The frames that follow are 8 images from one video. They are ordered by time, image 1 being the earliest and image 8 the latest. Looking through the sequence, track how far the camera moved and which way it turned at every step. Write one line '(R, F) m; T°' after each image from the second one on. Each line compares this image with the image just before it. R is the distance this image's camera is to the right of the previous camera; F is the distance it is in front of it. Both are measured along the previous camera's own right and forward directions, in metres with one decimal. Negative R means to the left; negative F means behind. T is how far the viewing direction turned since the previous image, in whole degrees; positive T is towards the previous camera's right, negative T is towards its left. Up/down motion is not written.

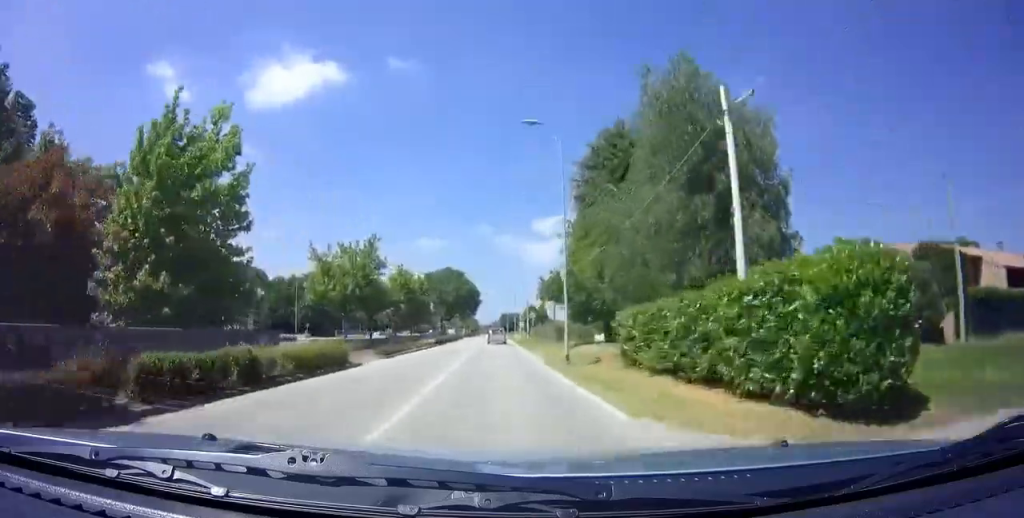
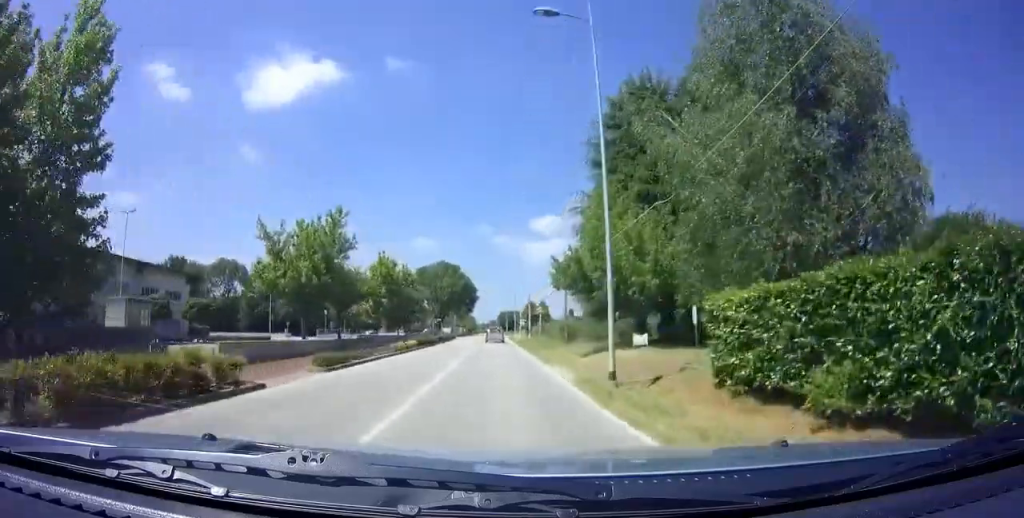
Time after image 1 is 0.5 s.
(0.0, +9.0) m; 0°
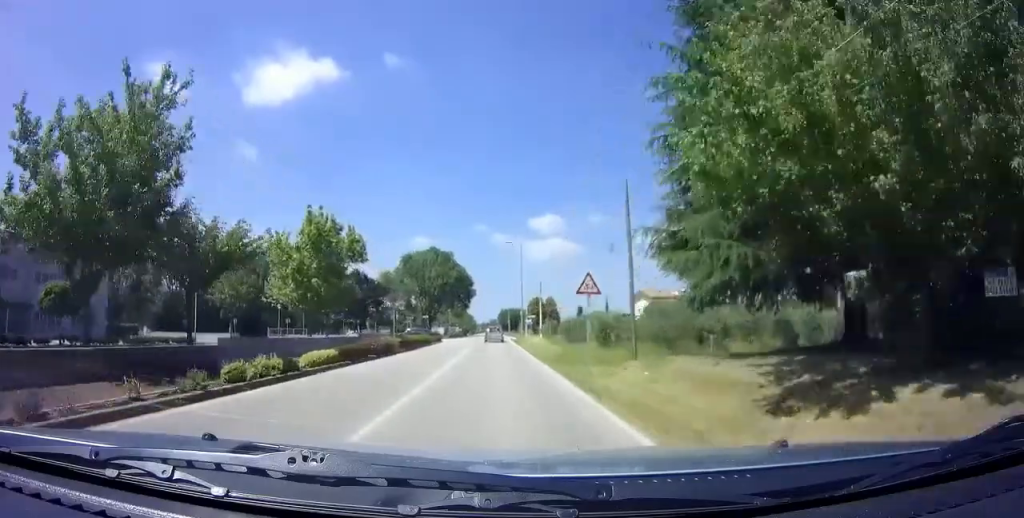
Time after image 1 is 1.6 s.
(0.0, +17.4) m; 0°
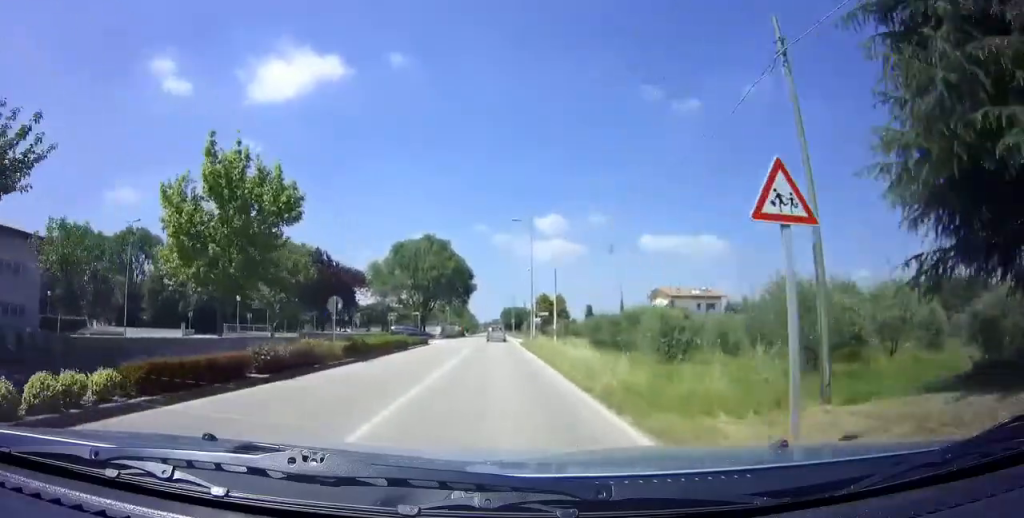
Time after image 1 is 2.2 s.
(0.0, +11.3) m; 0°
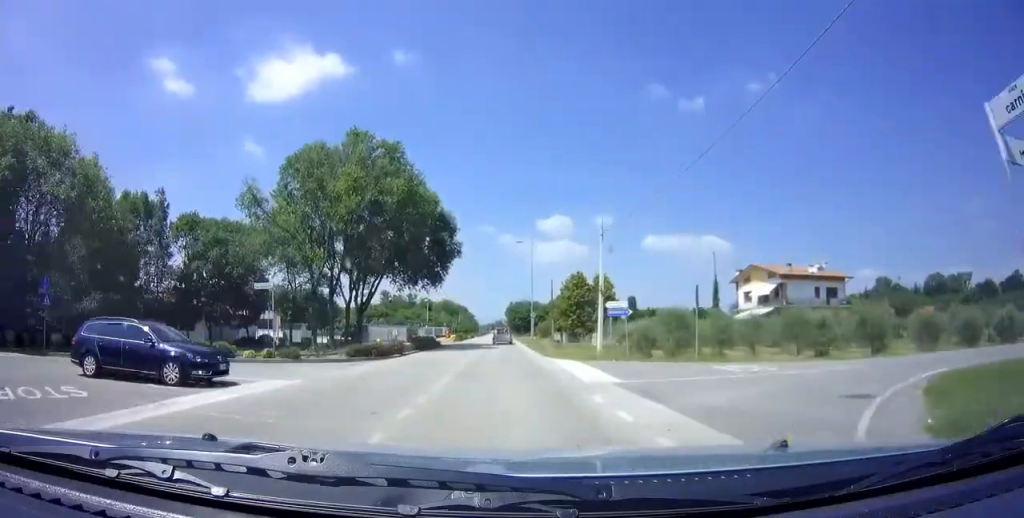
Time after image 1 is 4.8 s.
(-0.2, +43.1) m; -1°
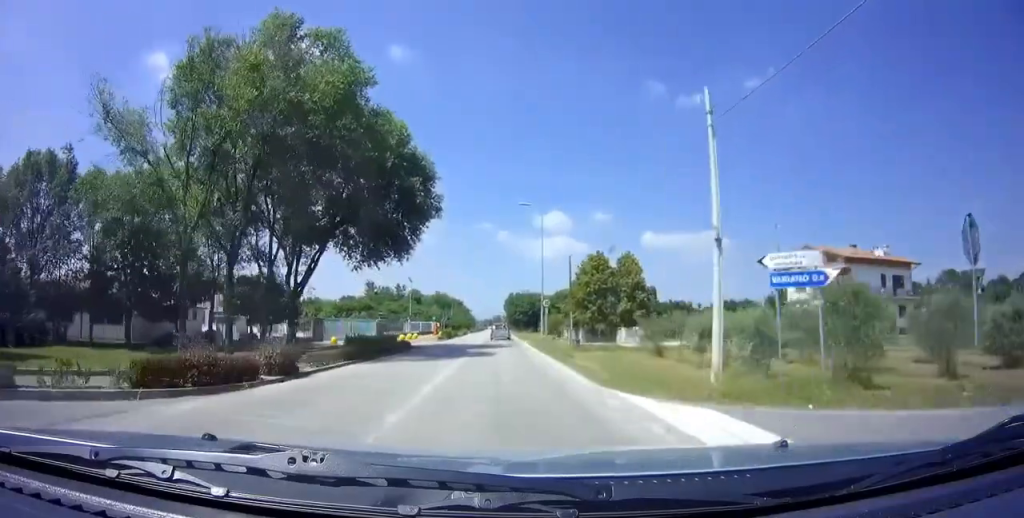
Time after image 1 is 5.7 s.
(0.0, +14.4) m; 0°
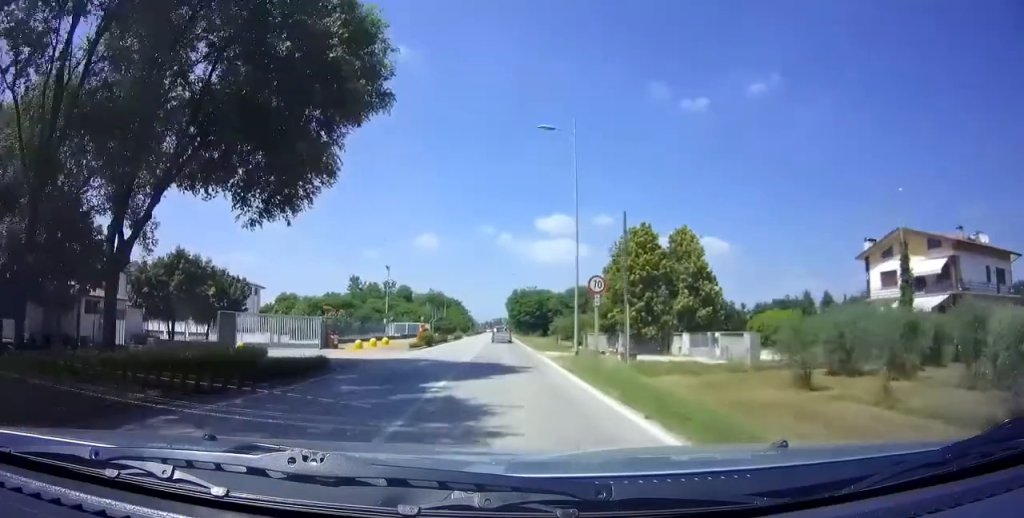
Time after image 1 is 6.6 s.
(+0.1, +16.1) m; 0°
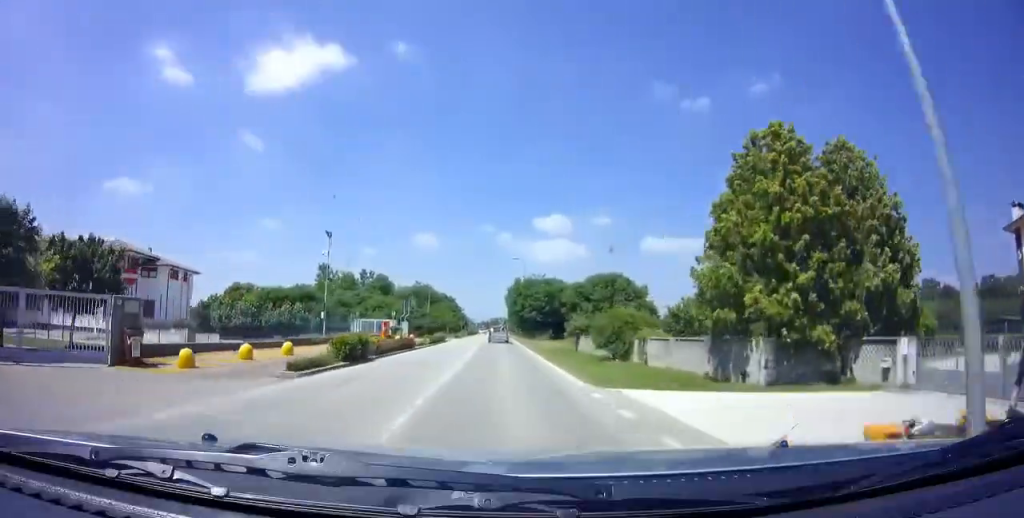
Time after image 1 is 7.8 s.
(+0.1, +18.9) m; 0°
